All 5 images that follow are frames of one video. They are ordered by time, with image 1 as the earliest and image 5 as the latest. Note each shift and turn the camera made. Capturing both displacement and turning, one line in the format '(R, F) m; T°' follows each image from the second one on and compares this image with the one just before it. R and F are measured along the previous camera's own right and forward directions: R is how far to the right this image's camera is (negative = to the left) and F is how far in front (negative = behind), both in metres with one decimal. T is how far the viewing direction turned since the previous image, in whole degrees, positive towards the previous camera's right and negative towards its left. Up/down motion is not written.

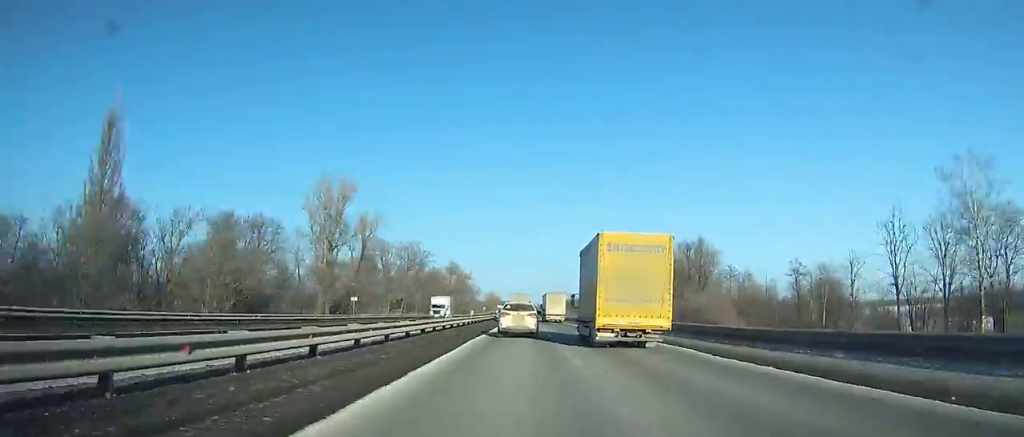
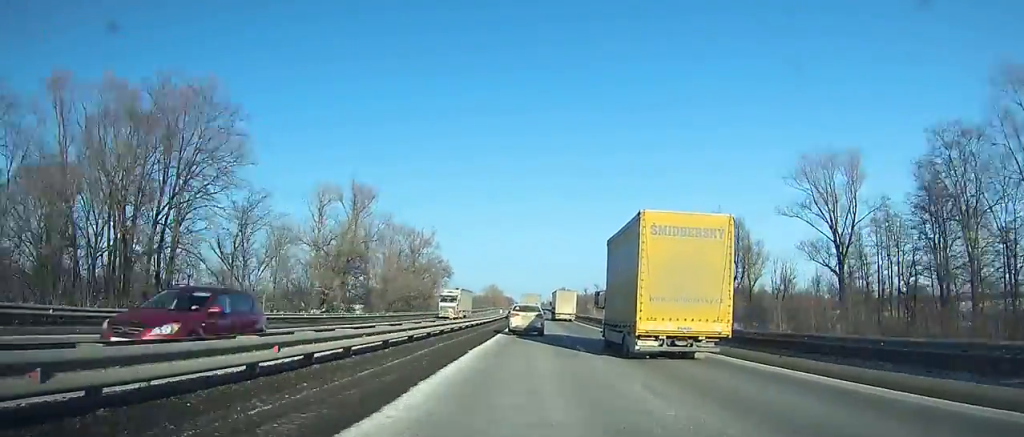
(-0.6, +104.2) m; 0°
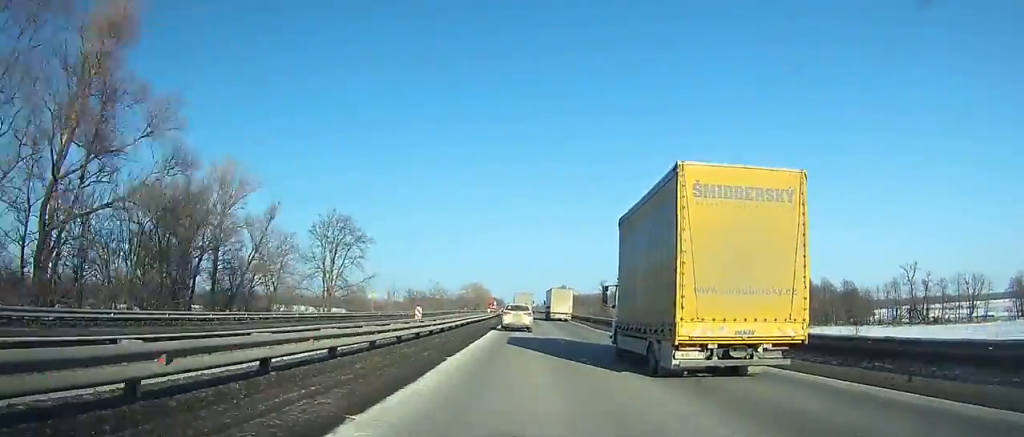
(+0.6, +90.2) m; 0°
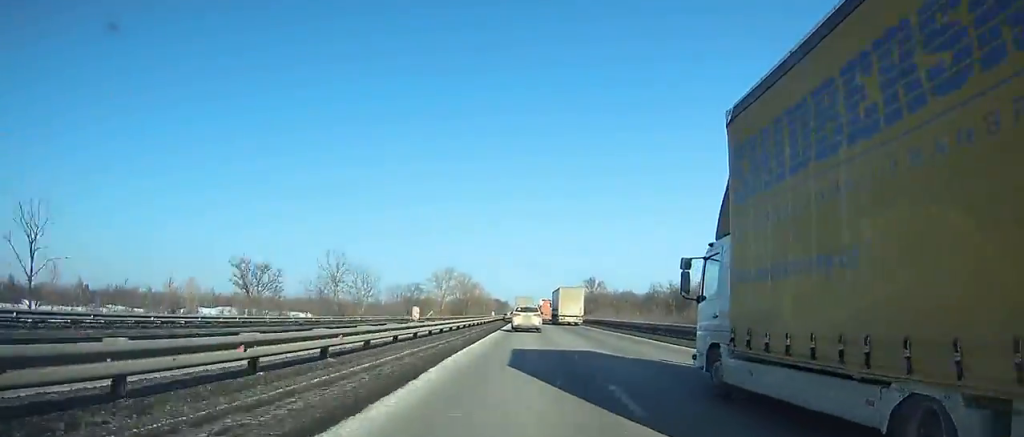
(-0.9, +125.1) m; -1°
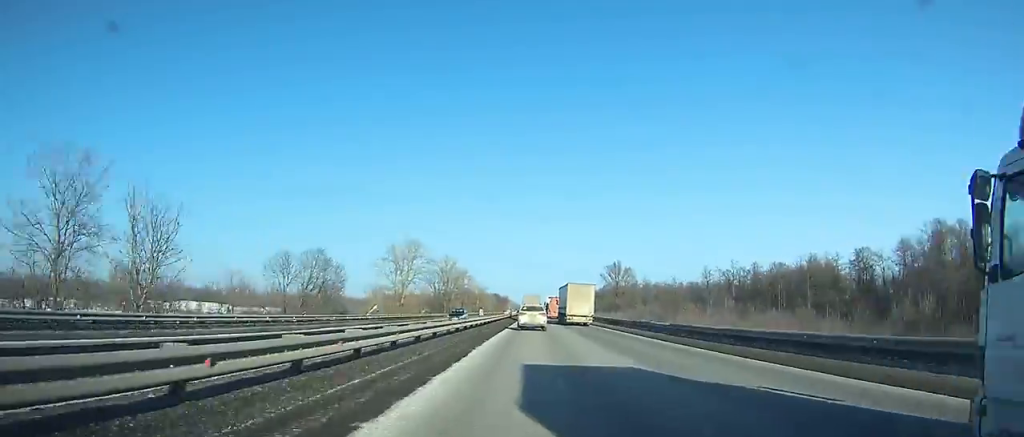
(-0.2, +65.9) m; 0°
